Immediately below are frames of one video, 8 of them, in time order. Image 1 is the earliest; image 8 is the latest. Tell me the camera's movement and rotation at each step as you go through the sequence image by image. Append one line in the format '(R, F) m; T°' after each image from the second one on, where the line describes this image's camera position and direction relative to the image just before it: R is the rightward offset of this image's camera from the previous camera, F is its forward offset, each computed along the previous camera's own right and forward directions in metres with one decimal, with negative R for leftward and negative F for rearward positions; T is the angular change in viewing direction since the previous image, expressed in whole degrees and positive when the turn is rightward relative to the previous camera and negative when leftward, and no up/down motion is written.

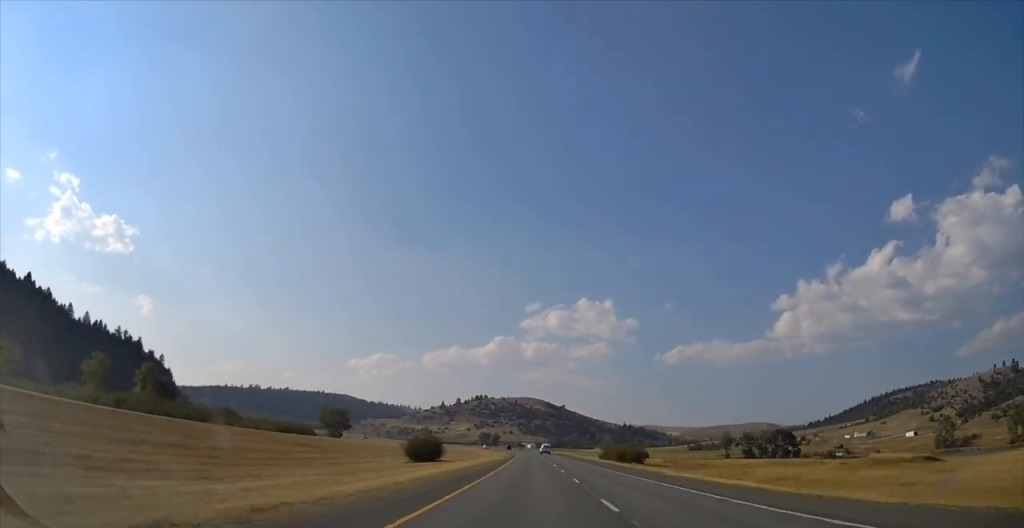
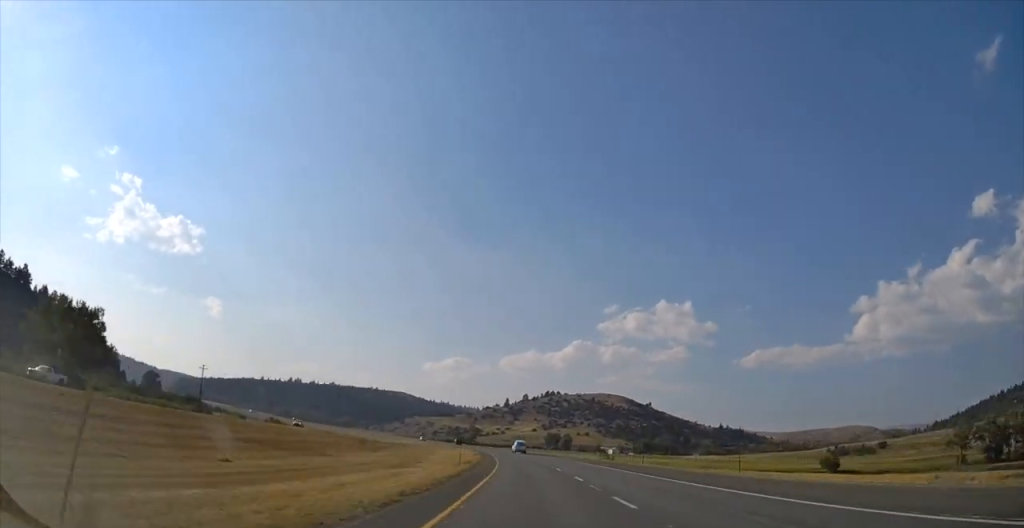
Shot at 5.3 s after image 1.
(-4.1, +168.8) m; -5°
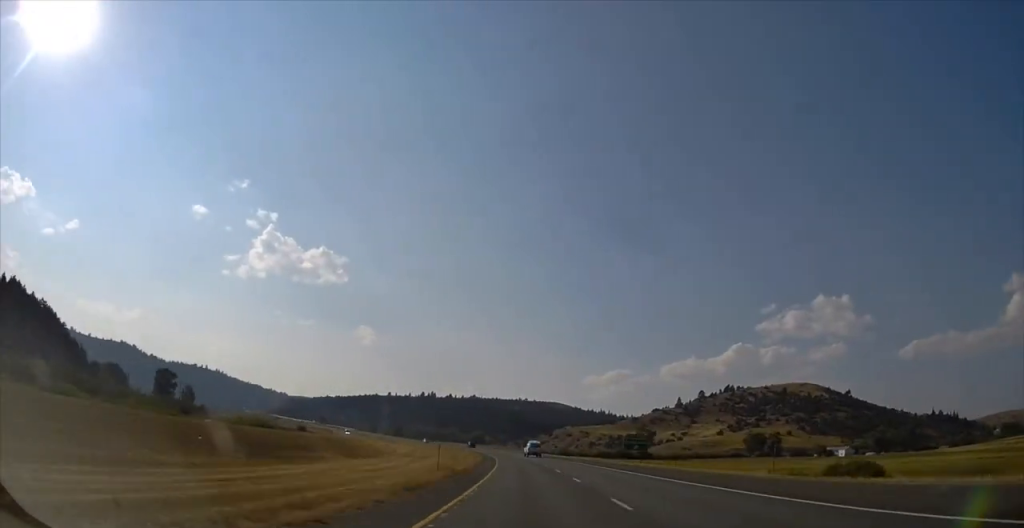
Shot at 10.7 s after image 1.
(-7.2, +156.7) m; -6°
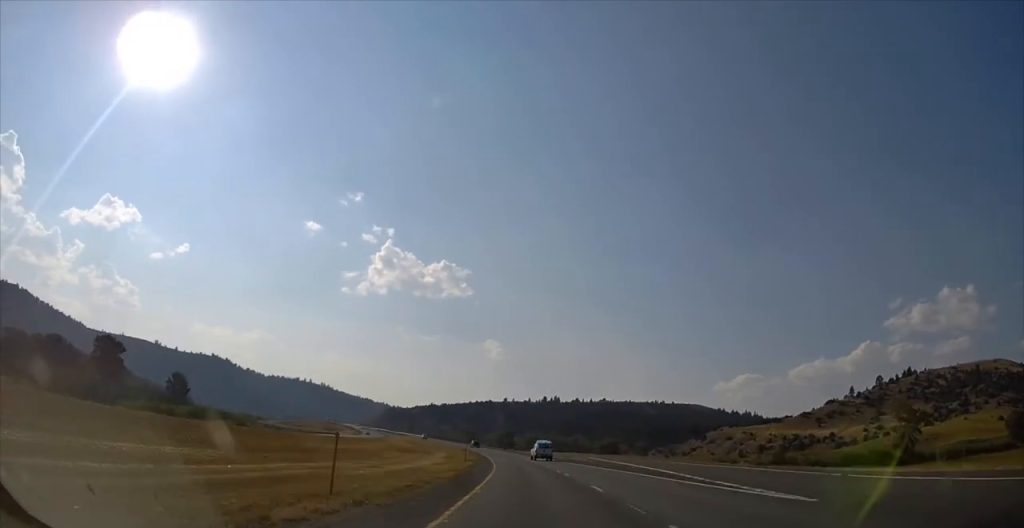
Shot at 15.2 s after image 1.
(-8.3, +109.6) m; -11°
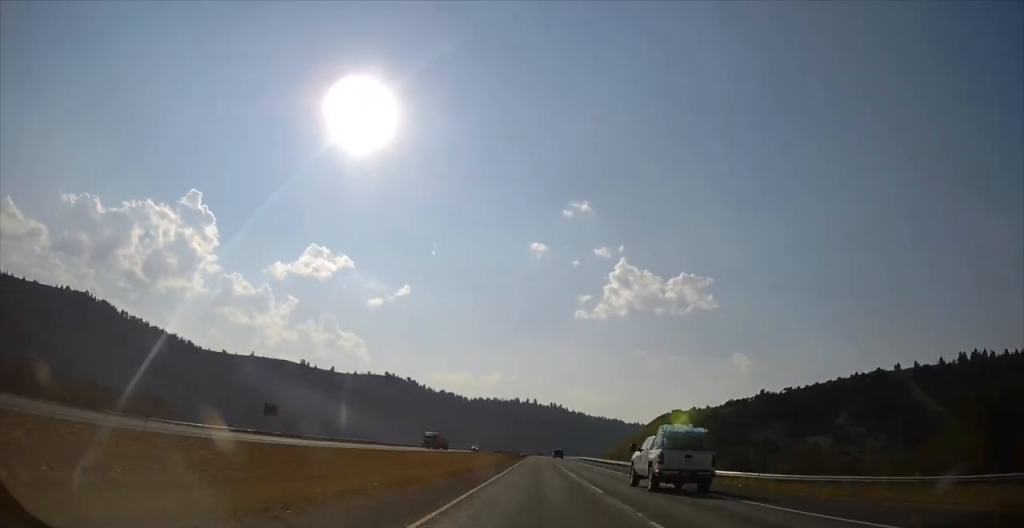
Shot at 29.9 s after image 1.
(-170.9, +582.3) m; -23°
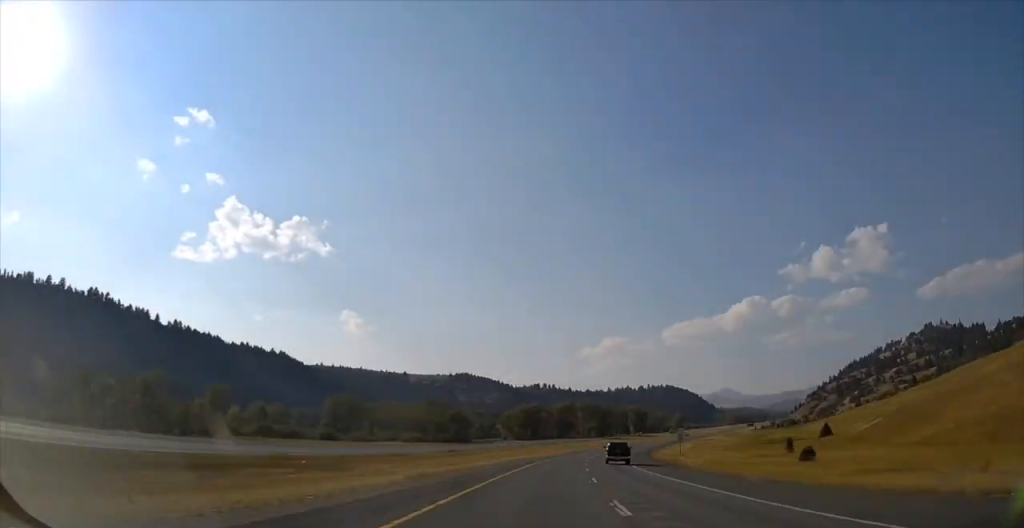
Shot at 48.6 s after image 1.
(+113.2, +856.5) m; +34°
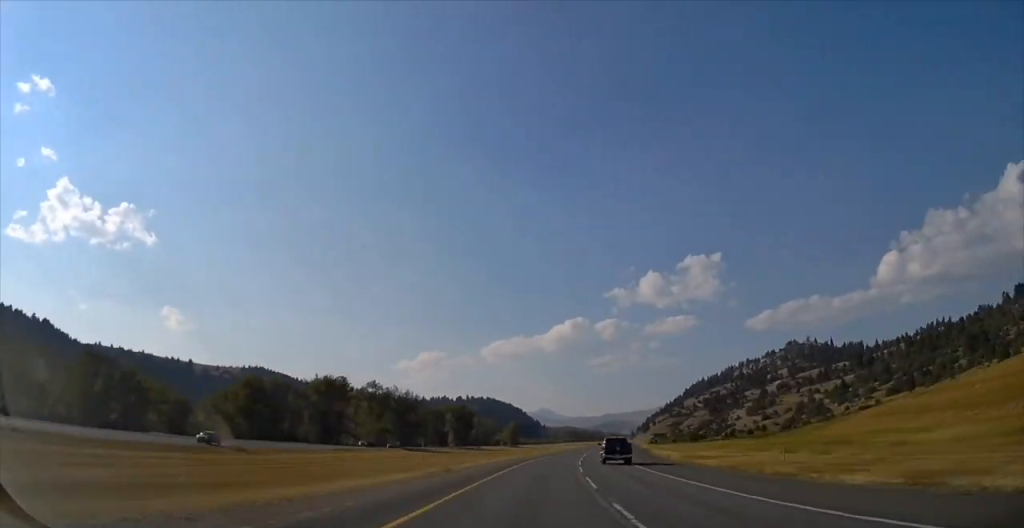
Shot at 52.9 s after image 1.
(+18.0, +161.9) m; +11°
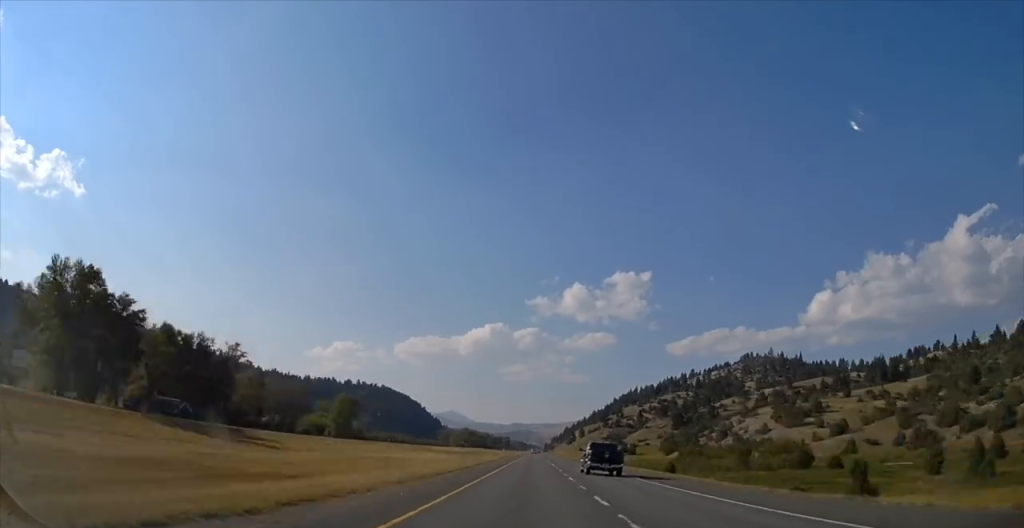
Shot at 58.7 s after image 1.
(+31.2, +216.8) m; +8°
